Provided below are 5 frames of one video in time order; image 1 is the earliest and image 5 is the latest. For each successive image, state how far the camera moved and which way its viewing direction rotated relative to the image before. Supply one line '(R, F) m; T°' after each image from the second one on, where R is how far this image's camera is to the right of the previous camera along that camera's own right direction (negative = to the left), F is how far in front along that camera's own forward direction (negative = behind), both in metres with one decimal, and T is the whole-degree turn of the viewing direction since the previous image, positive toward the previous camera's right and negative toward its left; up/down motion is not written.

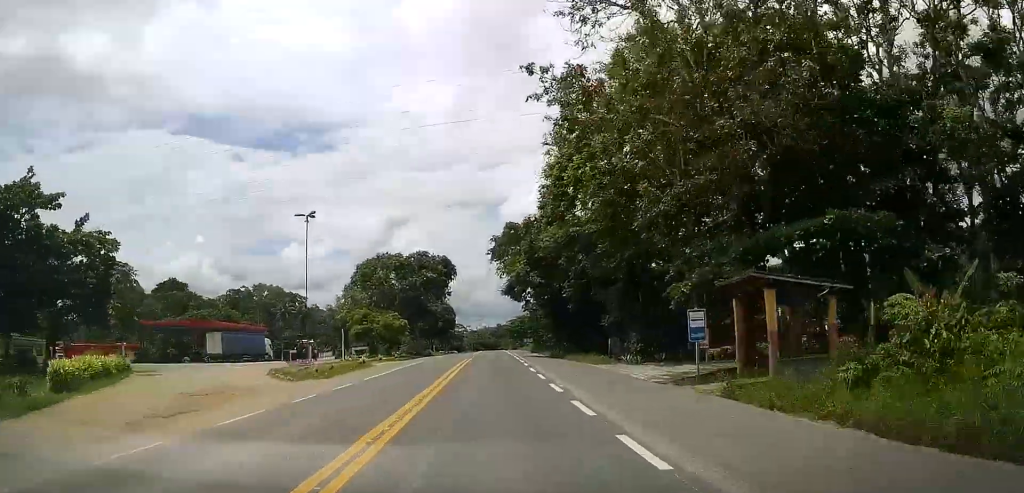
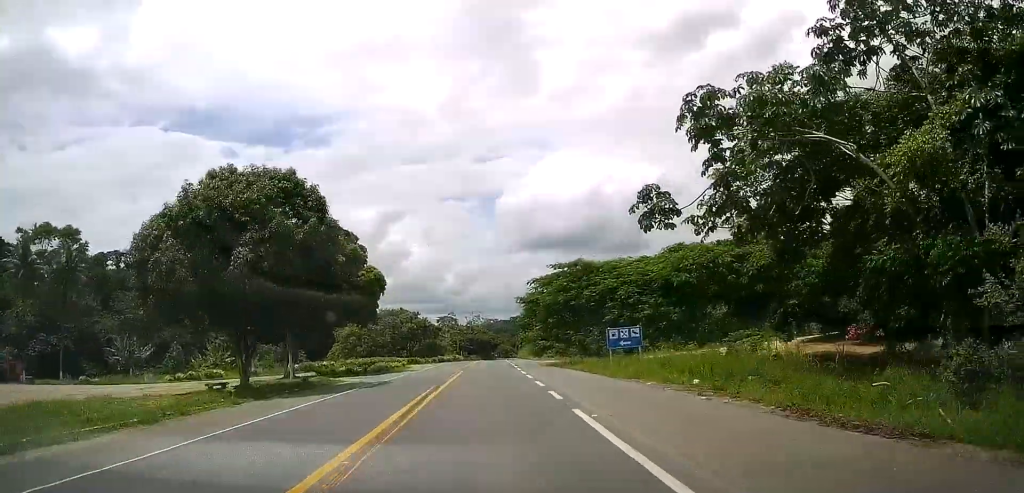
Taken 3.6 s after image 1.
(+1.5, +86.6) m; +1°
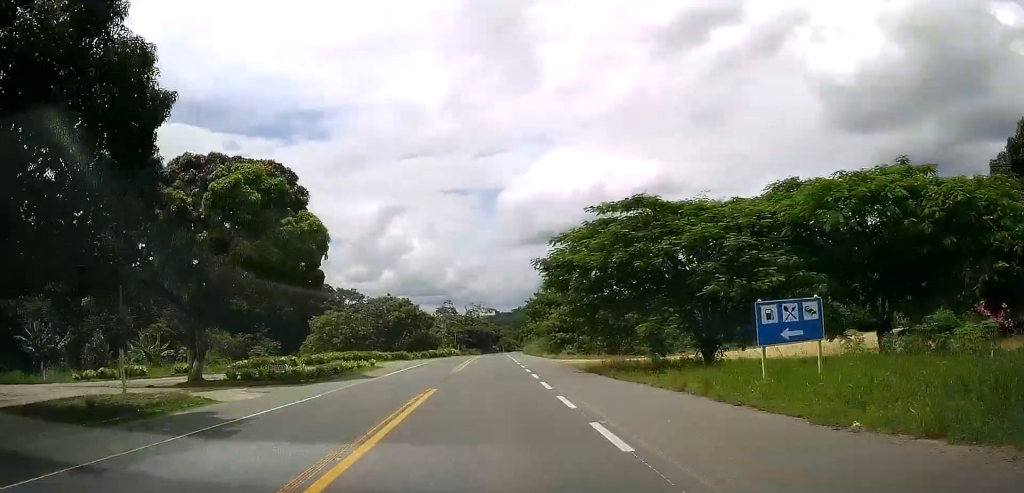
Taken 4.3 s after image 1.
(+0.1, +17.4) m; -1°
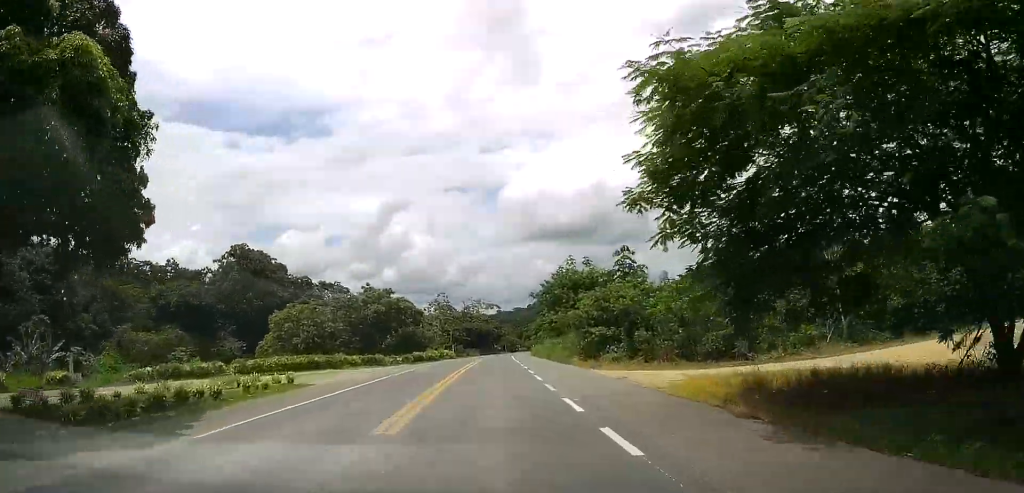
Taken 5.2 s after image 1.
(-0.6, +19.5) m; 0°
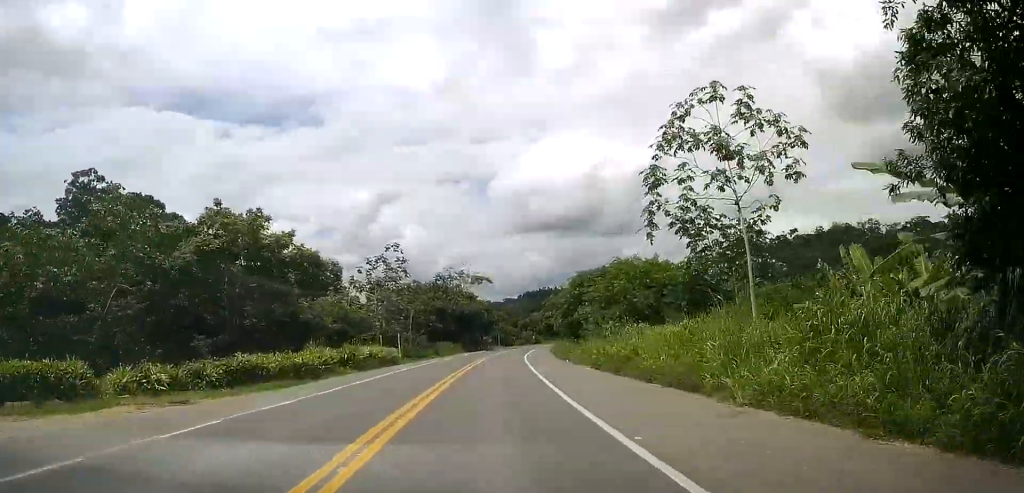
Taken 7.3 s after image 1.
(+0.7, +48.6) m; +1°
